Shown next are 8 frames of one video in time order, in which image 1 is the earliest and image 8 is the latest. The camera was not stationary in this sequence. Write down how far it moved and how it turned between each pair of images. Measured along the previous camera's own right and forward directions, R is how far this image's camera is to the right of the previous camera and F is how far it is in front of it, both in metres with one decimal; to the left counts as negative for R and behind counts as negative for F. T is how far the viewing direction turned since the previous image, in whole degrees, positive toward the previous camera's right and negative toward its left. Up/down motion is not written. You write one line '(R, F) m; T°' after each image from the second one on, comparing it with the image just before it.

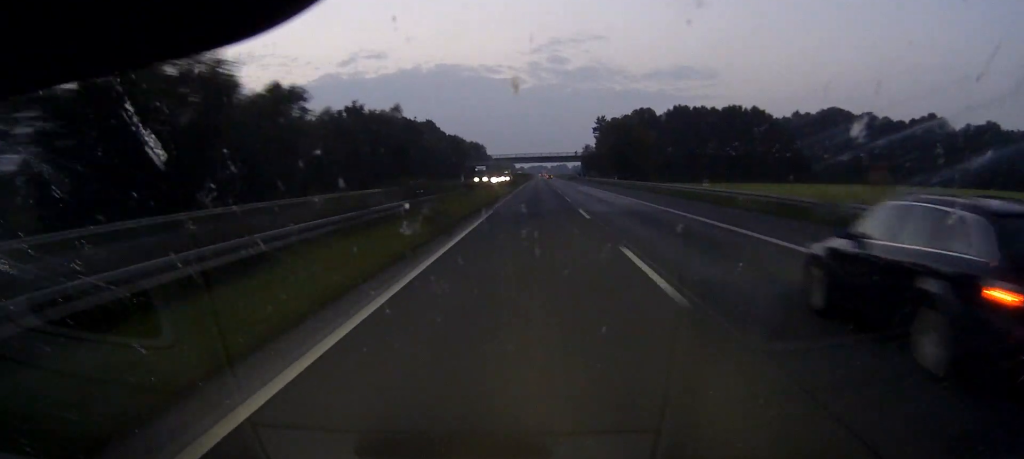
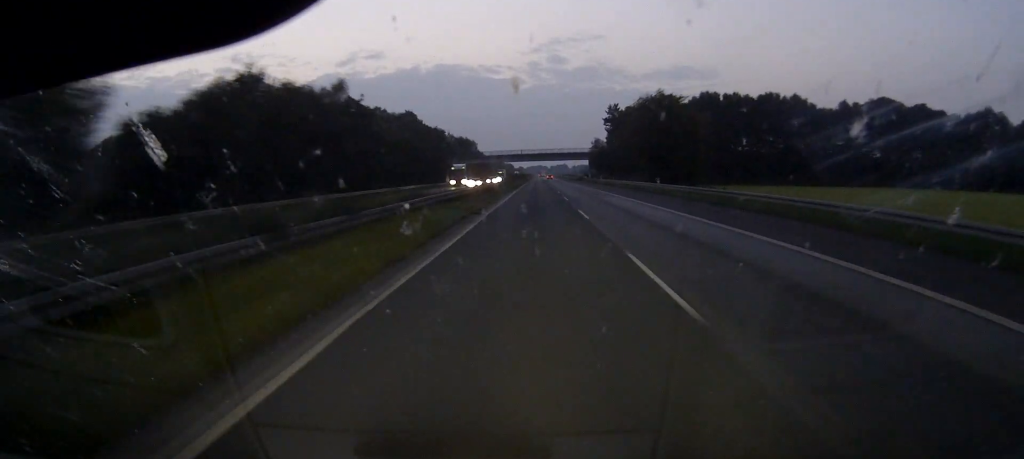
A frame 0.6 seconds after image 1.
(0.0, +34.1) m; 0°
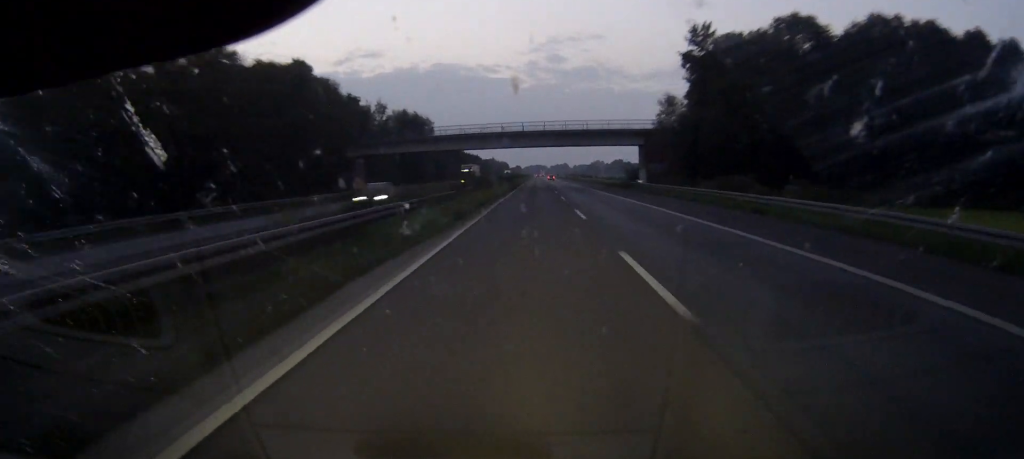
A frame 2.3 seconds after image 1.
(+0.1, +90.1) m; 0°
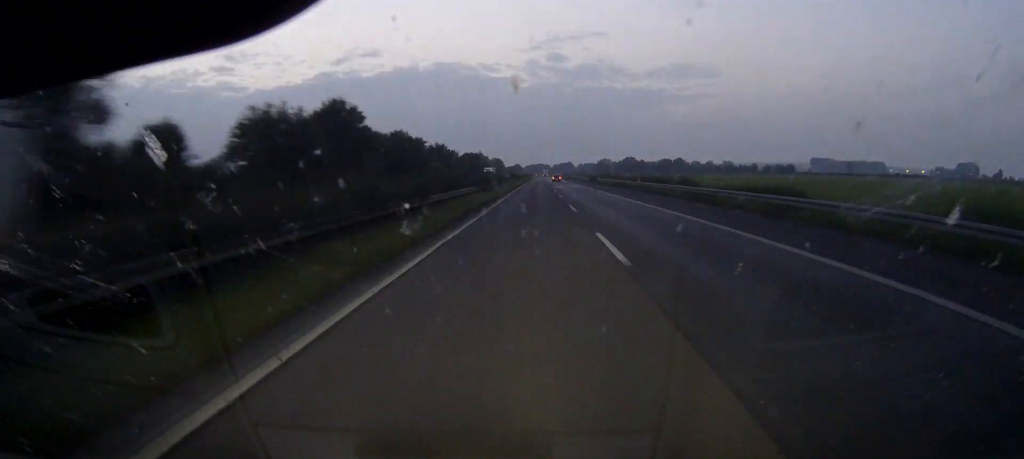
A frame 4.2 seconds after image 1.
(-0.1, +103.3) m; 0°
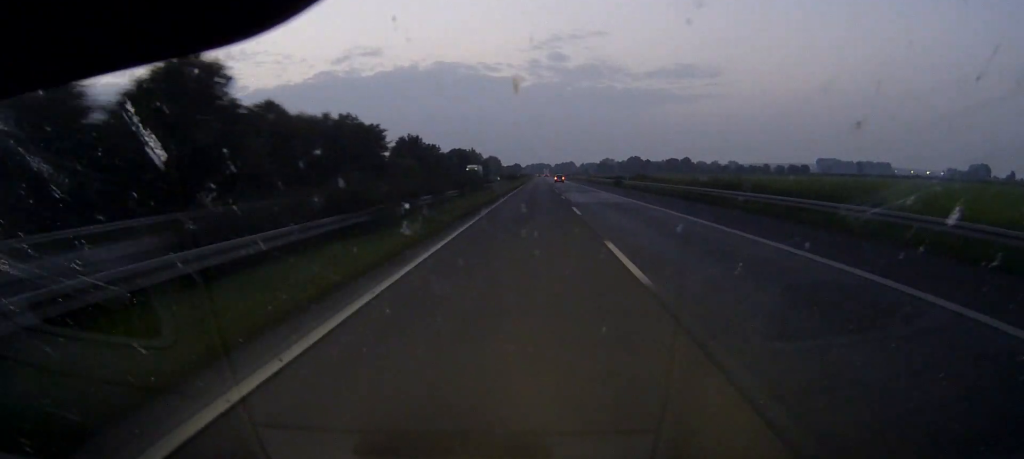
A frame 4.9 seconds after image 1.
(0.0, +38.2) m; 0°
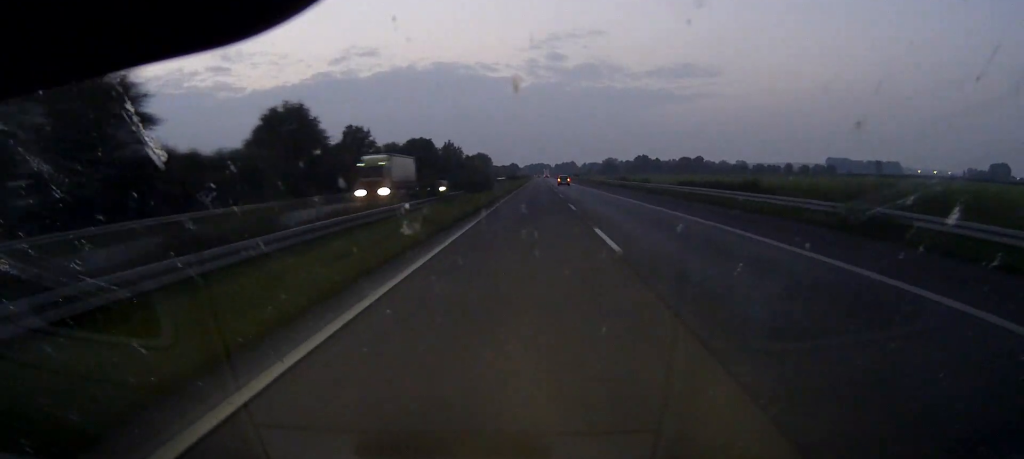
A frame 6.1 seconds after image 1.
(-0.1, +67.6) m; 0°
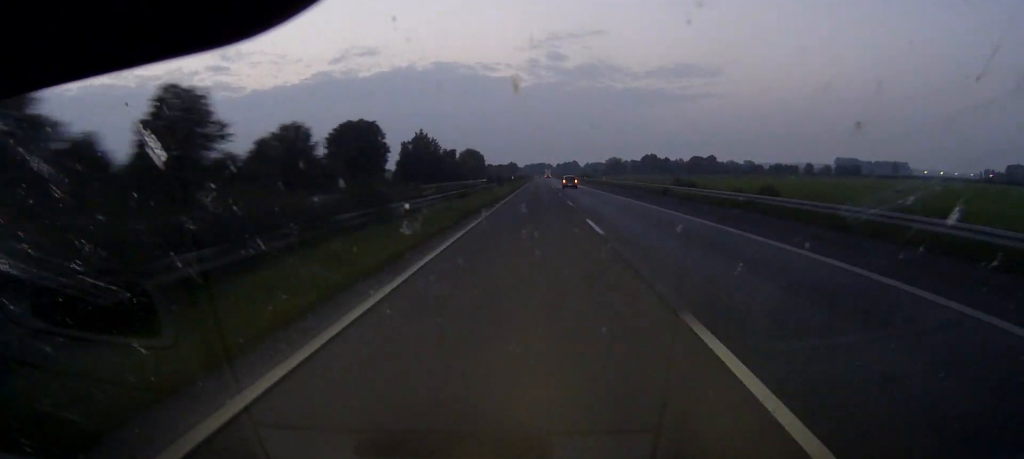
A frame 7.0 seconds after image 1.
(0.0, +49.4) m; 0°
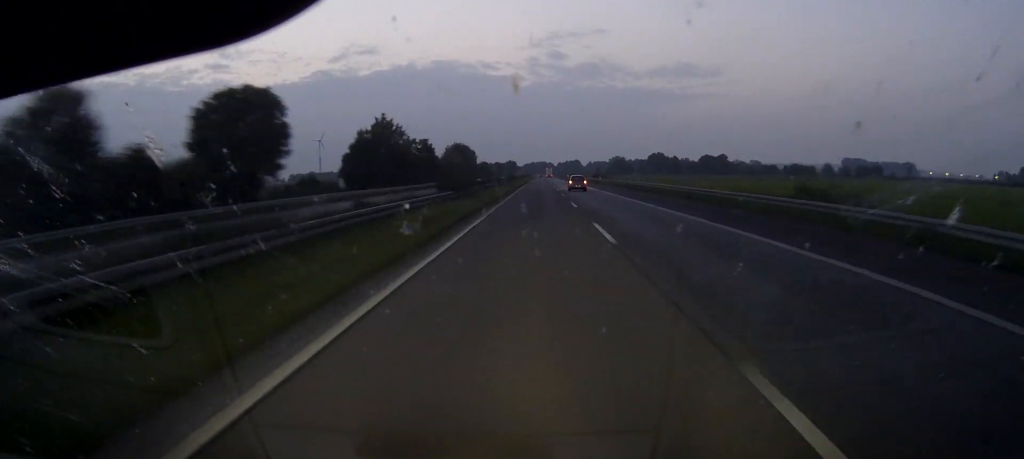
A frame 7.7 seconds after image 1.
(0.0, +38.4) m; 0°
